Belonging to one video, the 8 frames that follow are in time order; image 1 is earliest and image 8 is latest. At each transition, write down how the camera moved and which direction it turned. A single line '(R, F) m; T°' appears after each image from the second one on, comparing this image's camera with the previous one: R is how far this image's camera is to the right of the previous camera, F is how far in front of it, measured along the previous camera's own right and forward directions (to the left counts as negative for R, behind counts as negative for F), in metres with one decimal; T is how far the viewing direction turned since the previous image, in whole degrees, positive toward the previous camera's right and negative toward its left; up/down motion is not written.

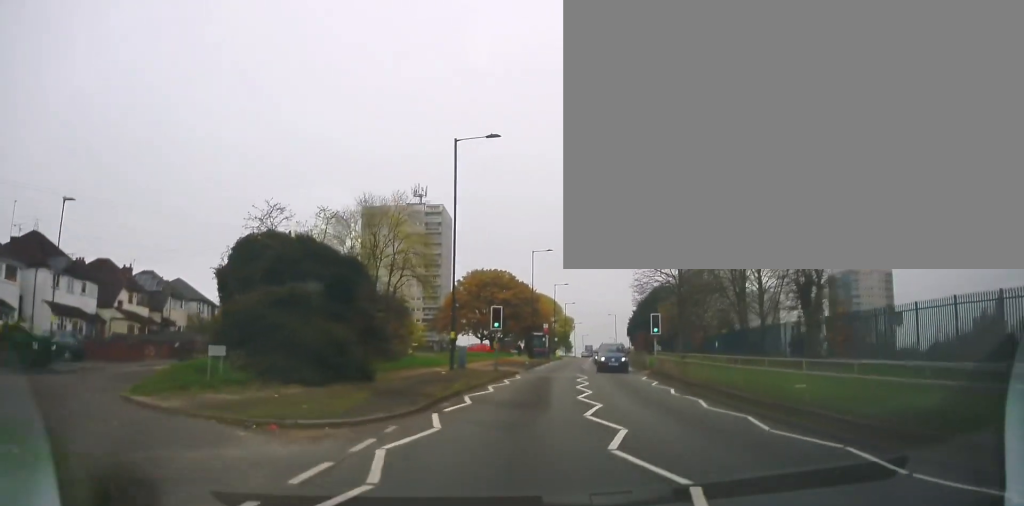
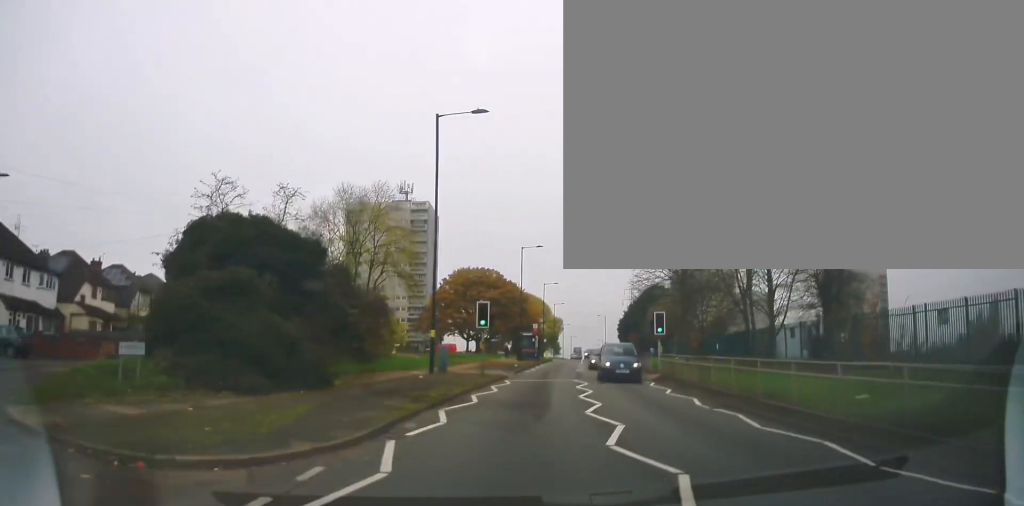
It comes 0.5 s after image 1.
(-0.1, +3.5) m; +2°
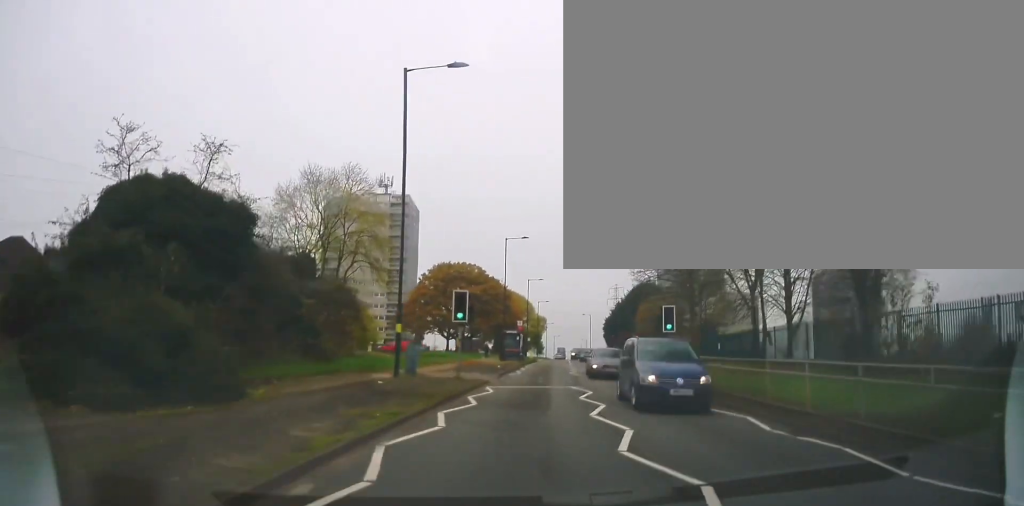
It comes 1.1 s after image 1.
(+0.2, +4.5) m; +2°
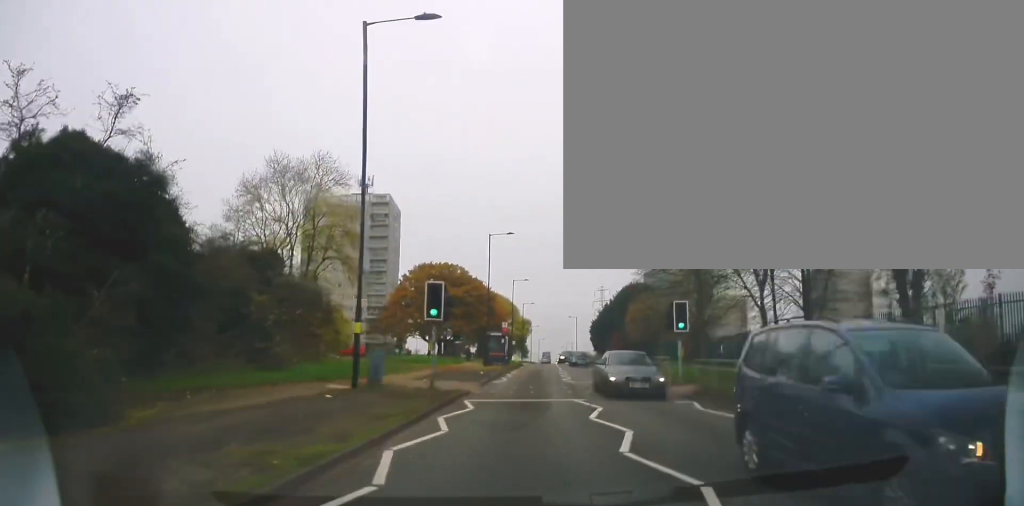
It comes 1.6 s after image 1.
(+0.2, +4.0) m; +2°
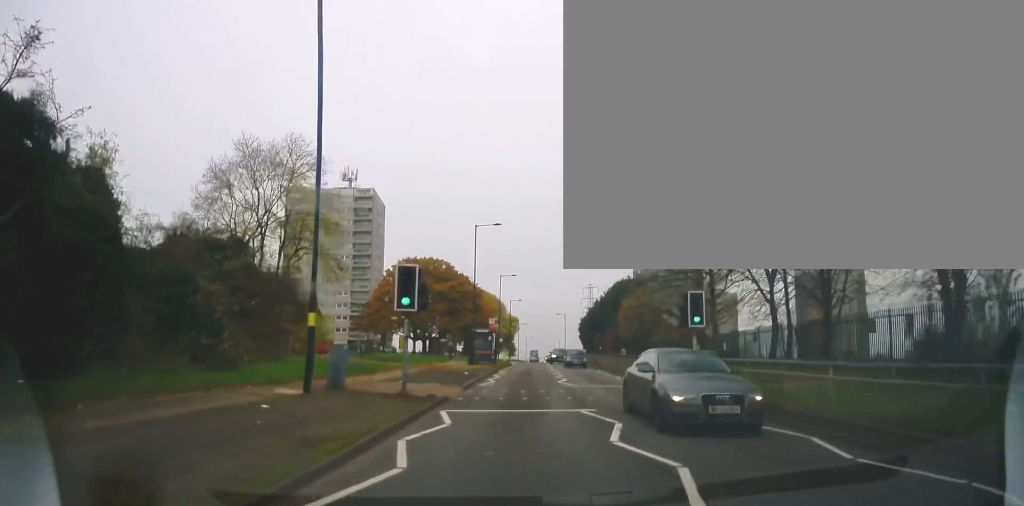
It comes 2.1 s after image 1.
(0.0, +3.6) m; +2°
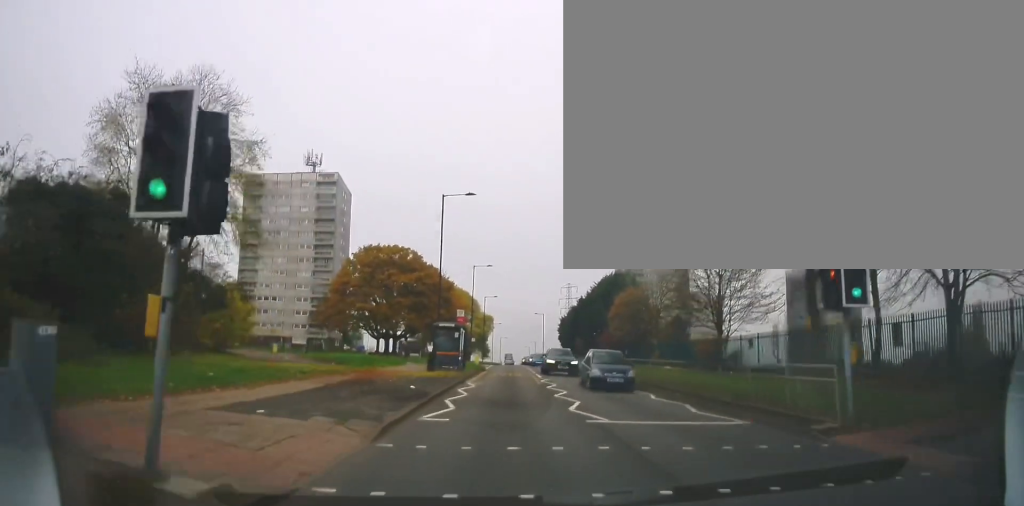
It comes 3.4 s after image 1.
(+0.6, +10.5) m; +3°
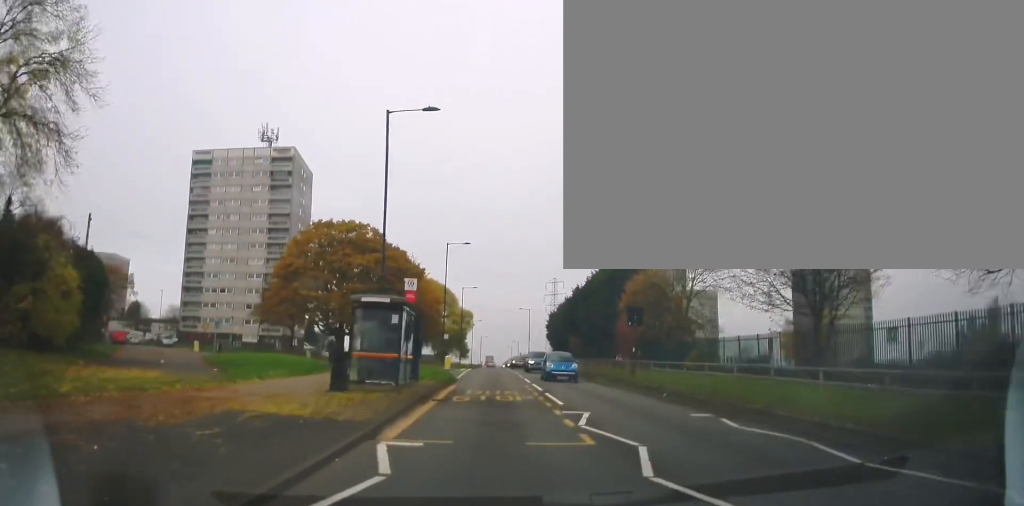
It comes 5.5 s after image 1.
(0.0, +15.8) m; +4°
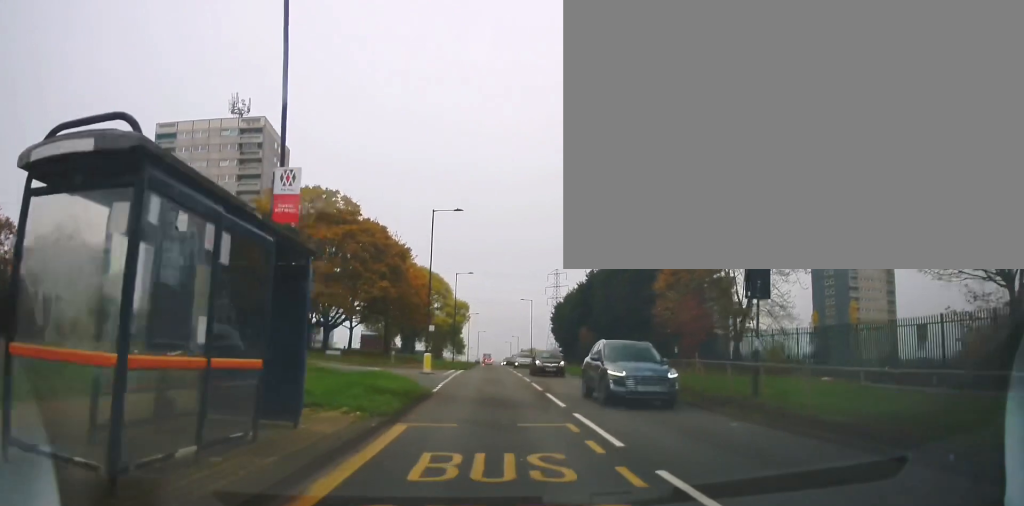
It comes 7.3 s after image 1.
(-0.4, +13.2) m; -4°
